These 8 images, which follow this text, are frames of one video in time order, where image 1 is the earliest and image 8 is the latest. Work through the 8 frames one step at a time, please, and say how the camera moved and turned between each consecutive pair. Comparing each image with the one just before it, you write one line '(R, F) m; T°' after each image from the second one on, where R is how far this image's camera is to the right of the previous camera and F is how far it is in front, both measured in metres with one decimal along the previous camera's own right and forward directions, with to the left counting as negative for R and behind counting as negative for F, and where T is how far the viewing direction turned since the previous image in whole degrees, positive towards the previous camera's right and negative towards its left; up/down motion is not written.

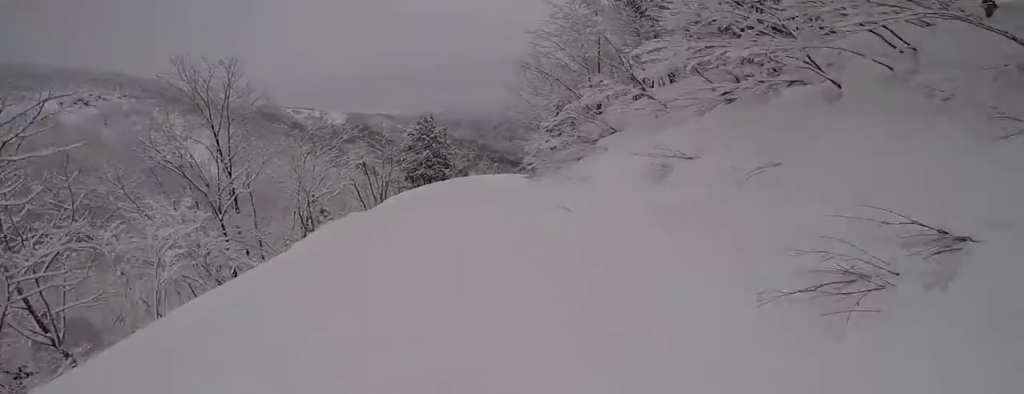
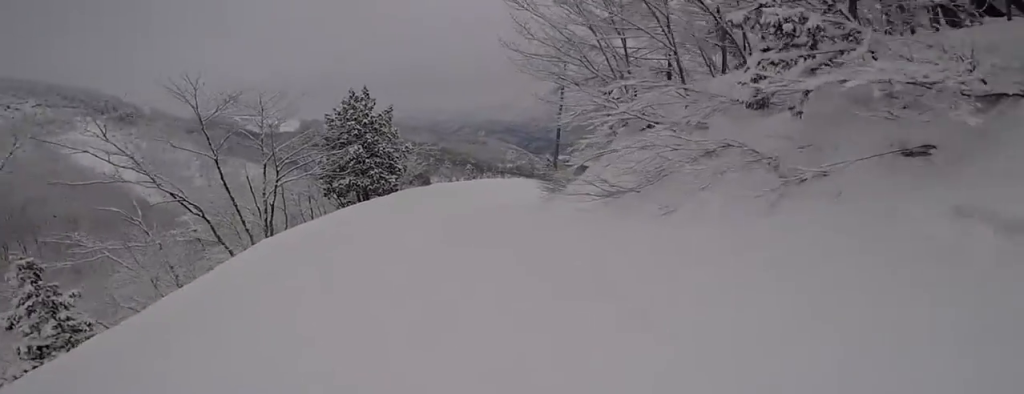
(+1.1, +12.5) m; +15°
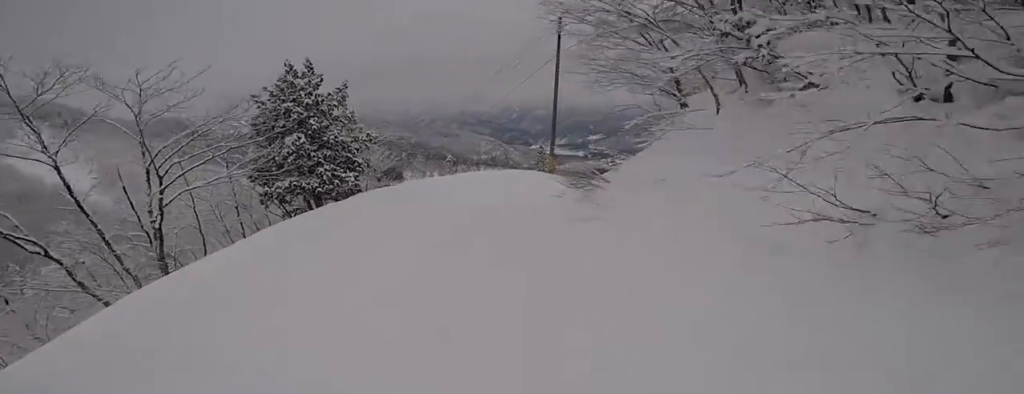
(+0.2, +4.4) m; +7°
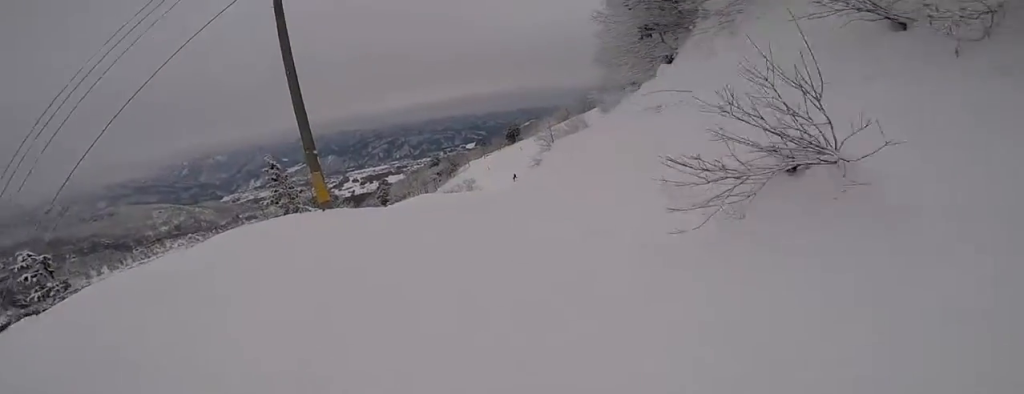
(+2.1, +12.5) m; +23°
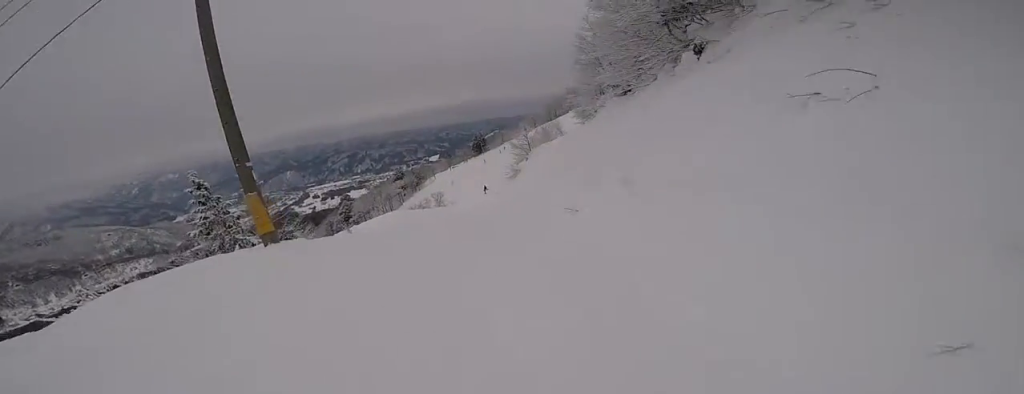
(+0.4, +3.1) m; +6°
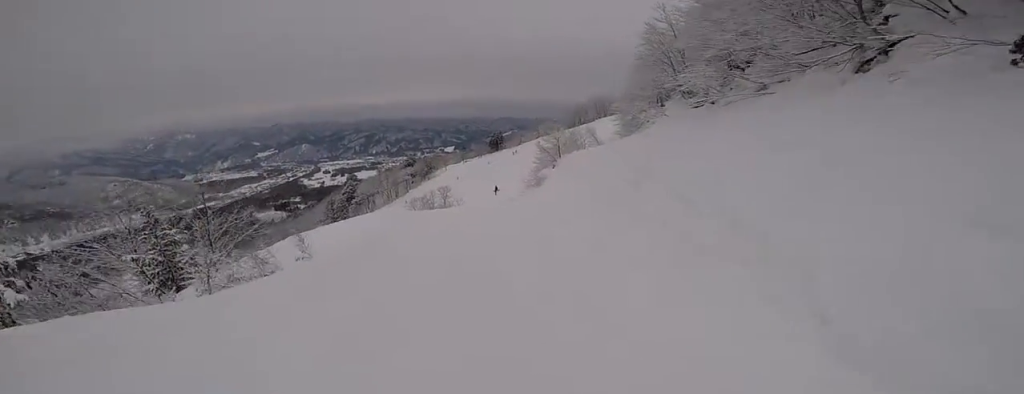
(+1.3, +7.5) m; +11°
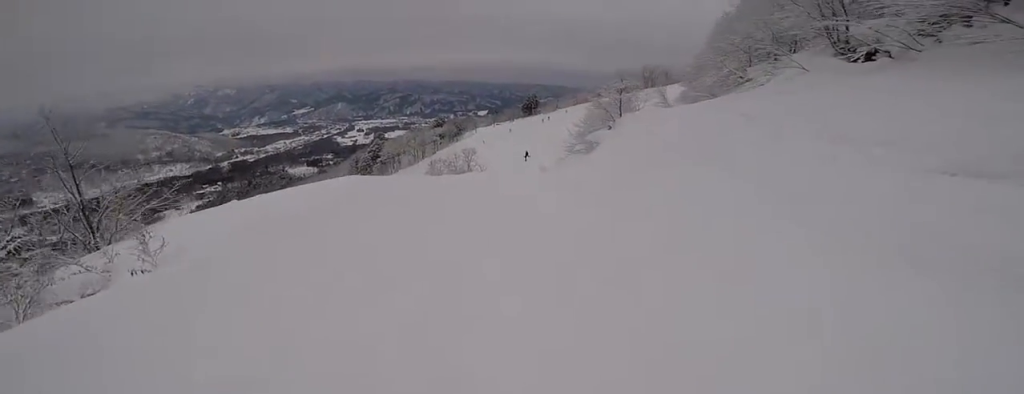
(+0.3, +9.1) m; +2°
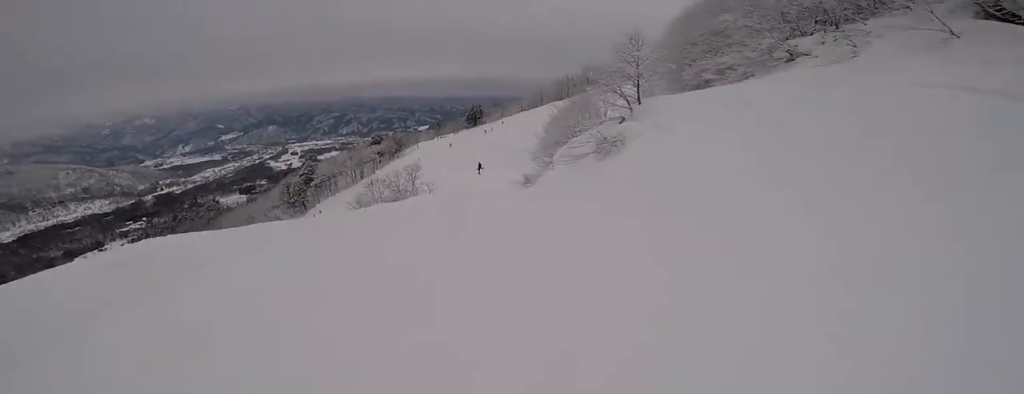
(-0.1, +9.3) m; -6°
